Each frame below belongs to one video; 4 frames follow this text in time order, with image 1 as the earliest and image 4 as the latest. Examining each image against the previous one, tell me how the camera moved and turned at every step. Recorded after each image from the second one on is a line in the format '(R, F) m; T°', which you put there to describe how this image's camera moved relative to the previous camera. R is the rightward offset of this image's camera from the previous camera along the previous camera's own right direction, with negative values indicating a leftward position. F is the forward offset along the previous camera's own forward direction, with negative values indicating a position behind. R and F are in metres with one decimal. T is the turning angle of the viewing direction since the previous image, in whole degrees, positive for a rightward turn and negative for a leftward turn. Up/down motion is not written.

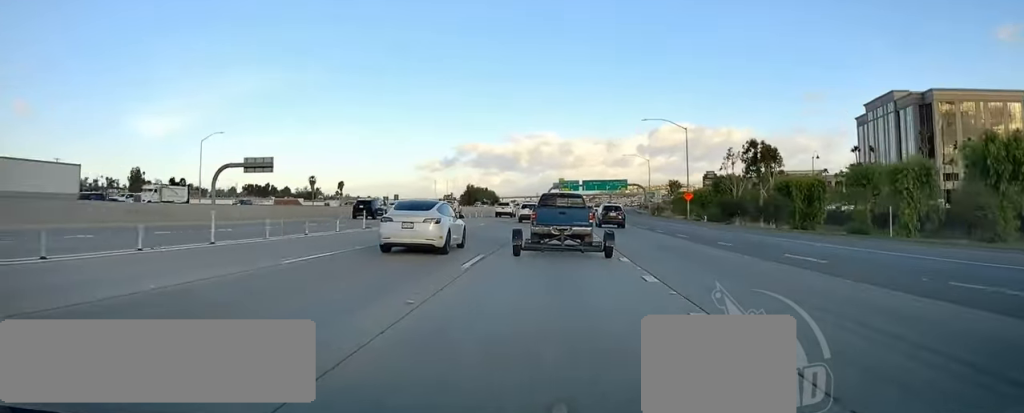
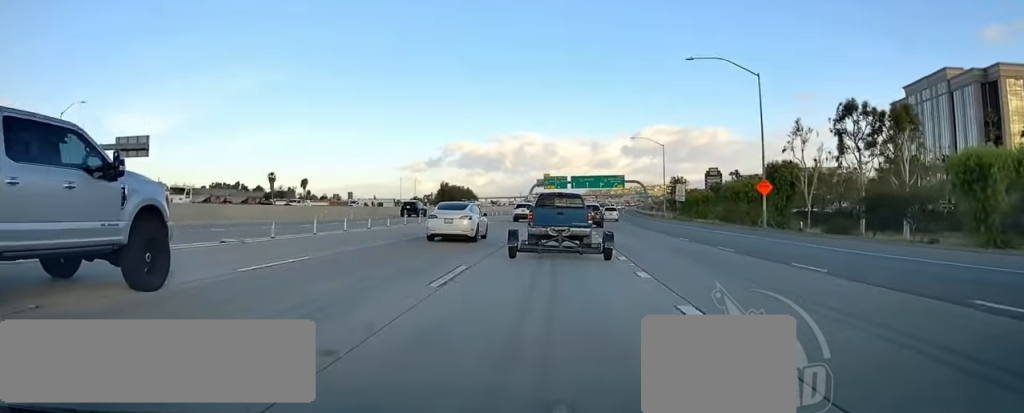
(+0.2, +31.0) m; +2°
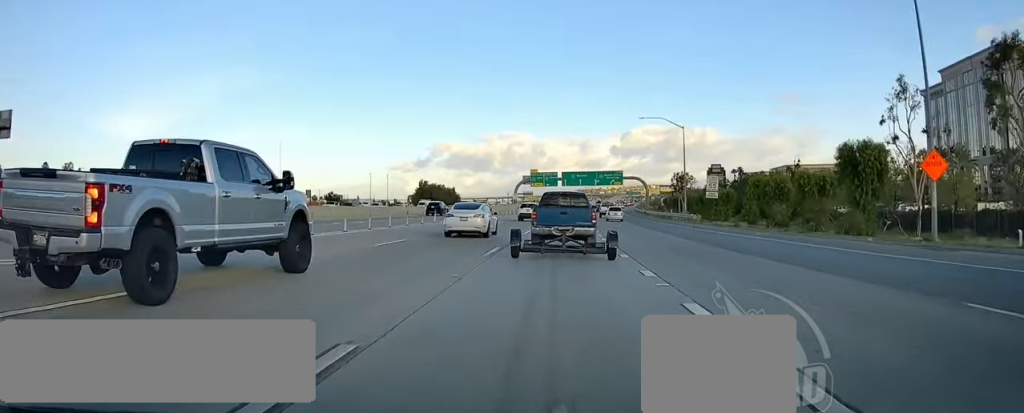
(+0.5, +21.9) m; +2°
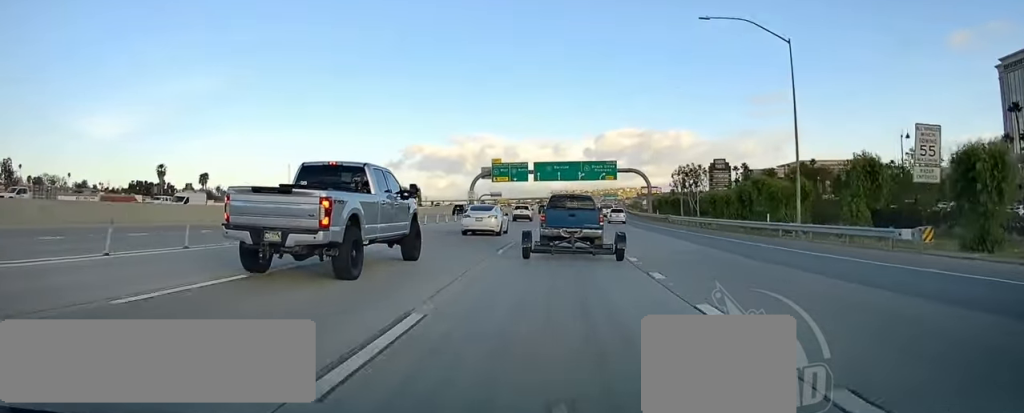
(+0.2, +41.7) m; +1°
